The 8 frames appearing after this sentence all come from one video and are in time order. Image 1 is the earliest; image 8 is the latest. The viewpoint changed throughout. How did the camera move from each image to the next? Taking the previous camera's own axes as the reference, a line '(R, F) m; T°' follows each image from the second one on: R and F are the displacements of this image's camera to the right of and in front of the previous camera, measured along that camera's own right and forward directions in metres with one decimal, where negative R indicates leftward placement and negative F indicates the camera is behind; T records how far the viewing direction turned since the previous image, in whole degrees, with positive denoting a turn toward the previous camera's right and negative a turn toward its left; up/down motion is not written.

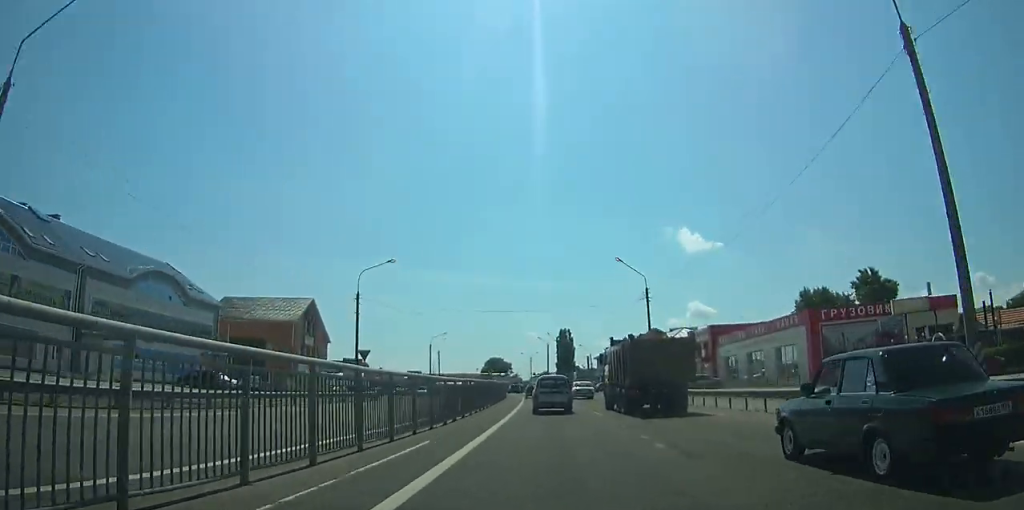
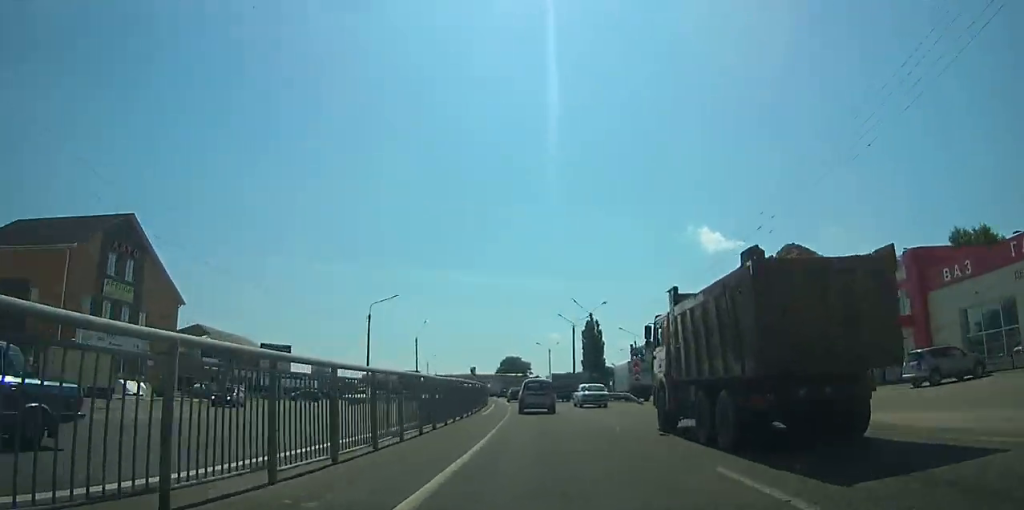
(-1.1, +42.2) m; -3°
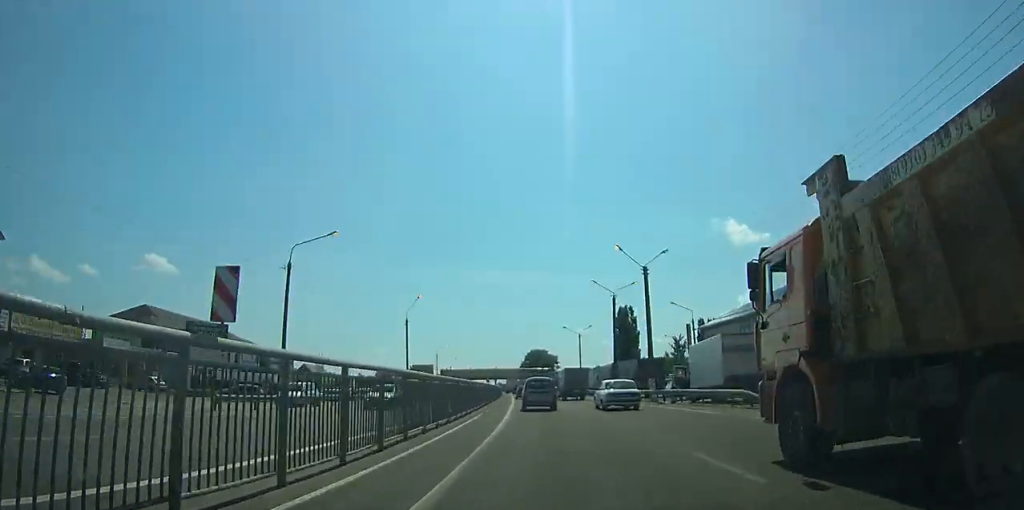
(-0.2, +21.6) m; -2°
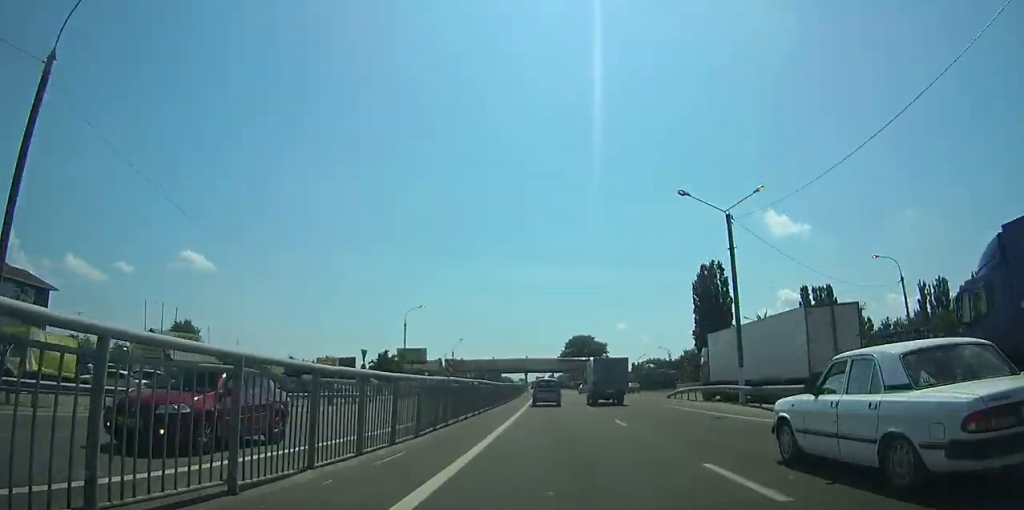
(-1.9, +60.1) m; -3°
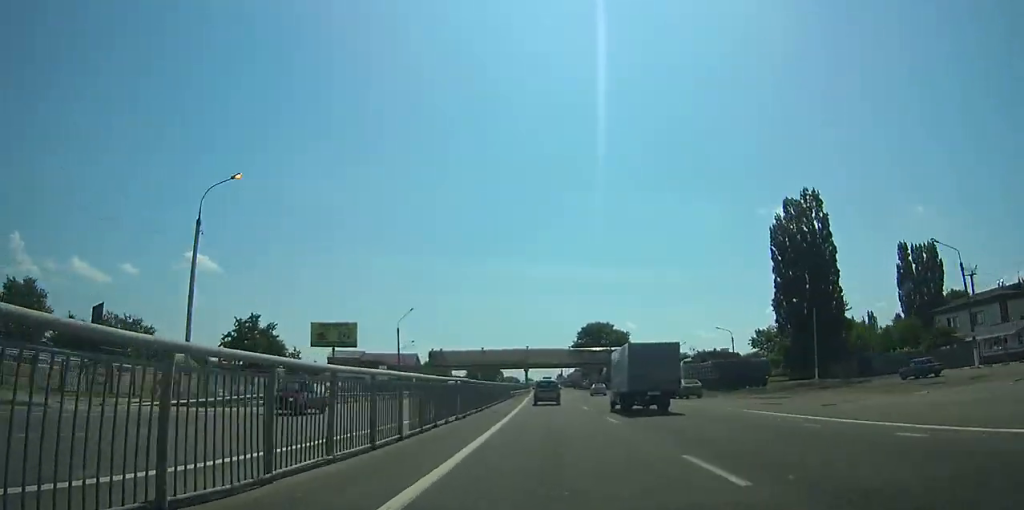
(-0.4, +47.4) m; -1°
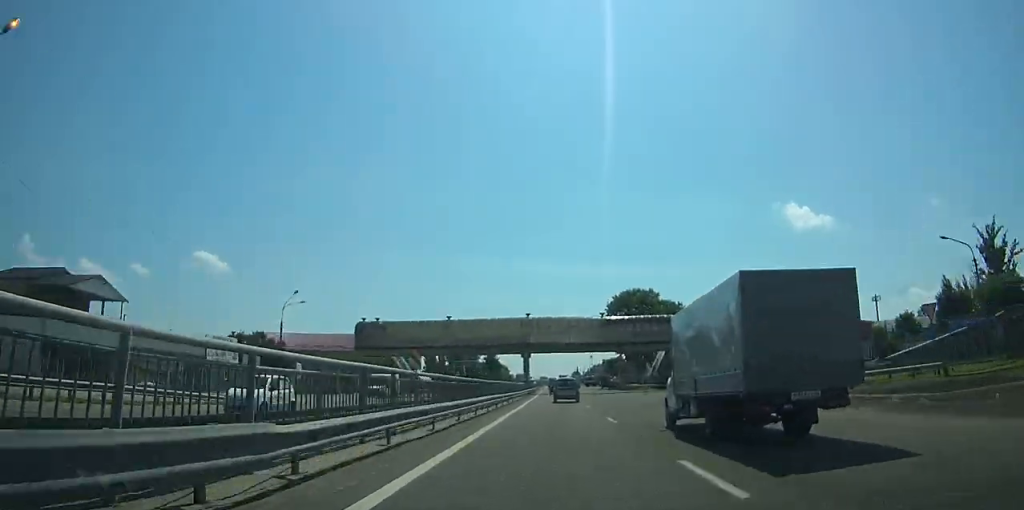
(-0.6, +62.7) m; +10°
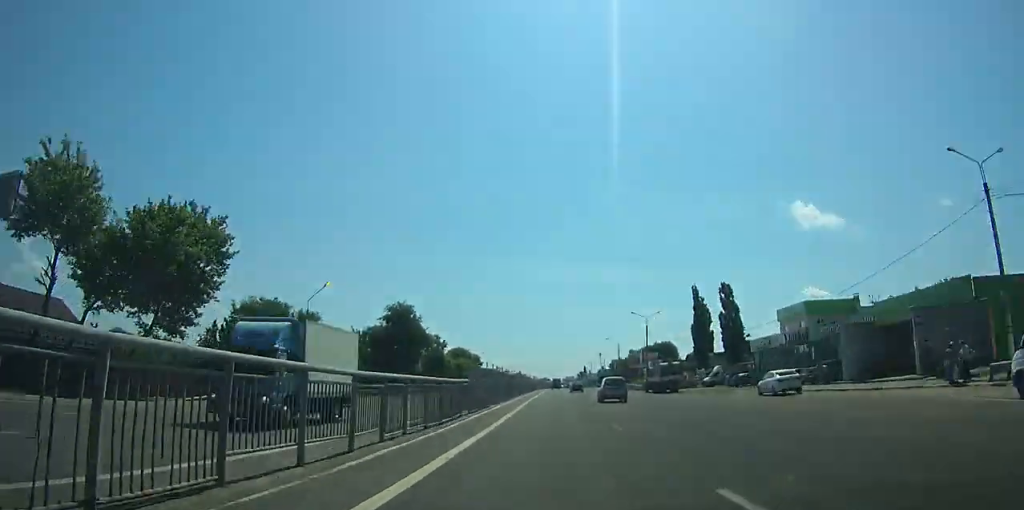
(-15.7, +105.6) m; -19°
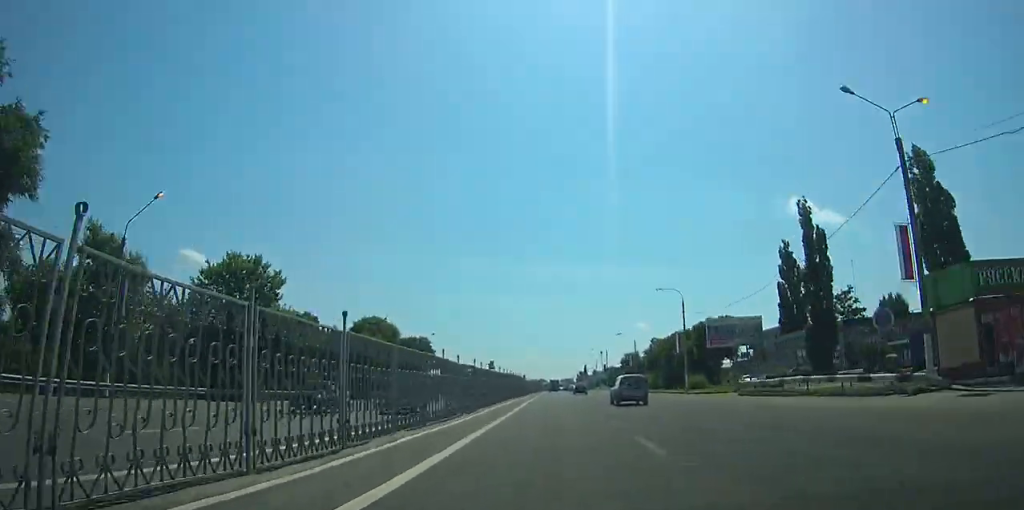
(+3.7, +73.4) m; +6°
